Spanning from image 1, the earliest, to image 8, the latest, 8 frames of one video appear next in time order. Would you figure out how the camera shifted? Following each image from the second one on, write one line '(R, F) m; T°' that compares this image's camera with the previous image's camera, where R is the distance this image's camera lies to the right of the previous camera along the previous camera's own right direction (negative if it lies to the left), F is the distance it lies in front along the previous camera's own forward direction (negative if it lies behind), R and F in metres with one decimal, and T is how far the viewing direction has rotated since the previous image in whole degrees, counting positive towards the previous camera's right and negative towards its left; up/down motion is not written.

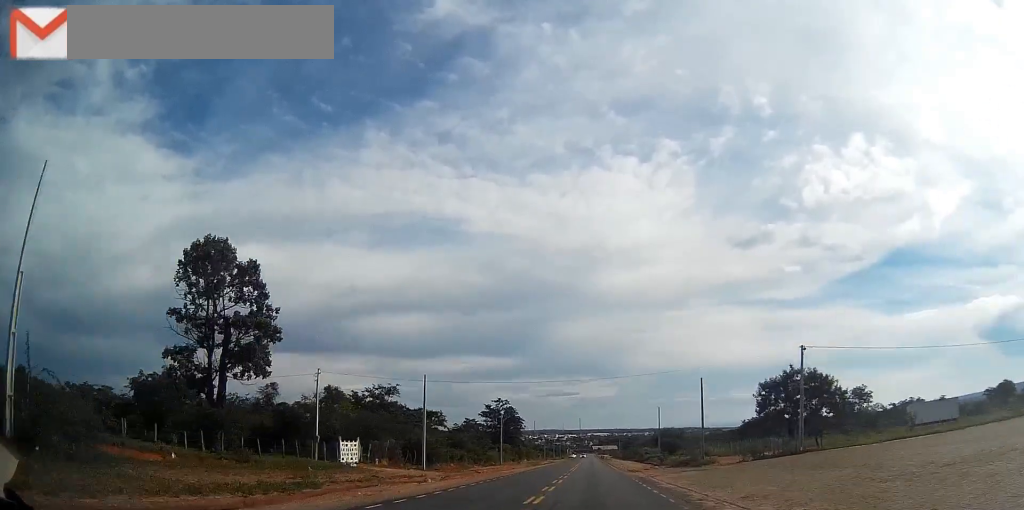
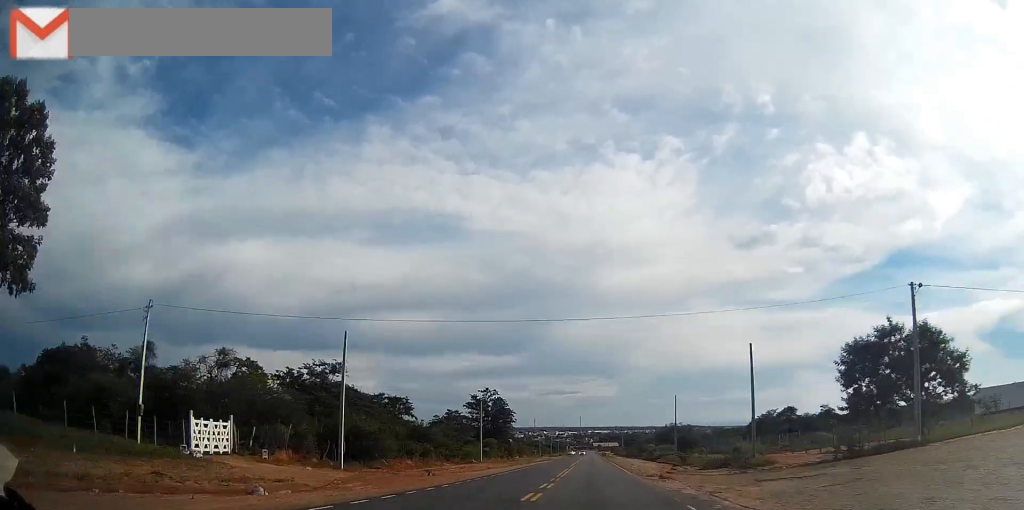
(-0.1, +15.8) m; 0°
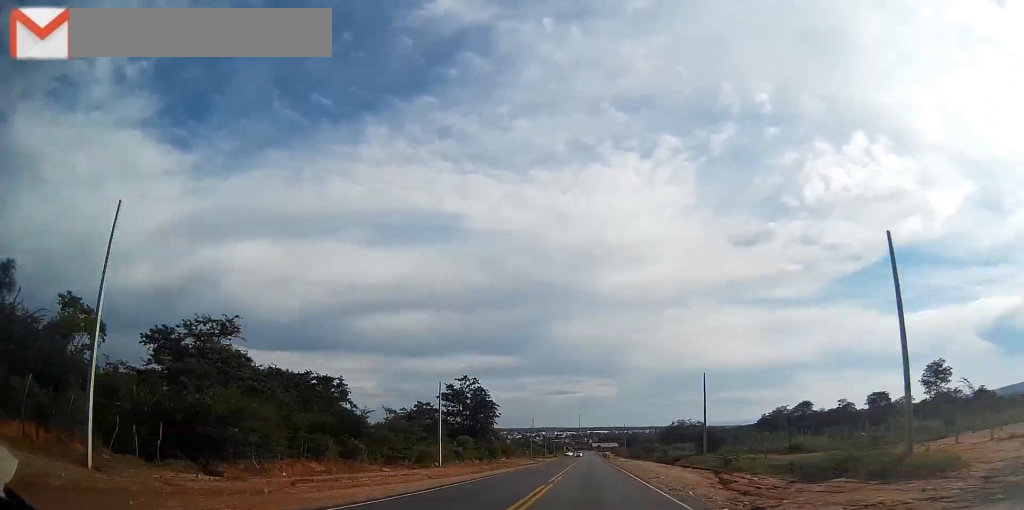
(-0.1, +18.7) m; 0°
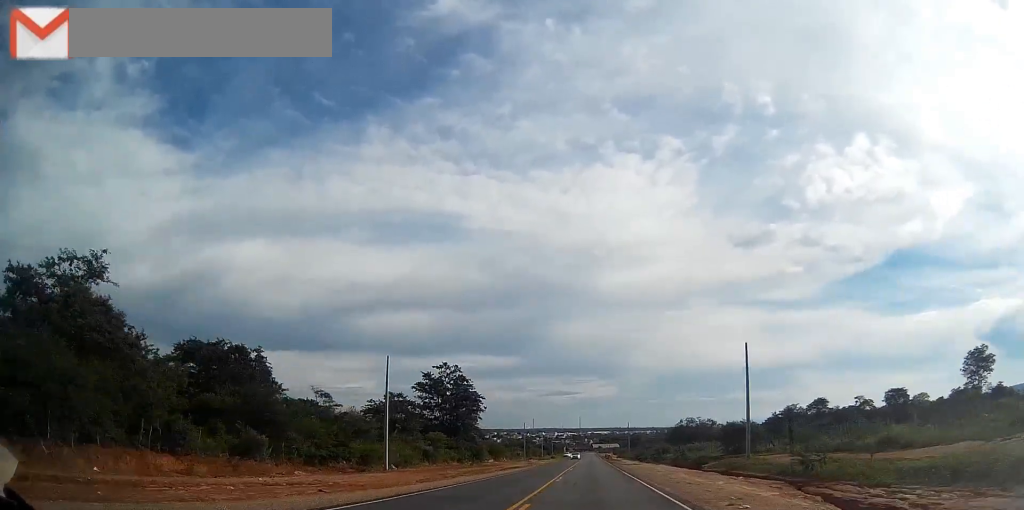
(+0.1, +15.9) m; 0°
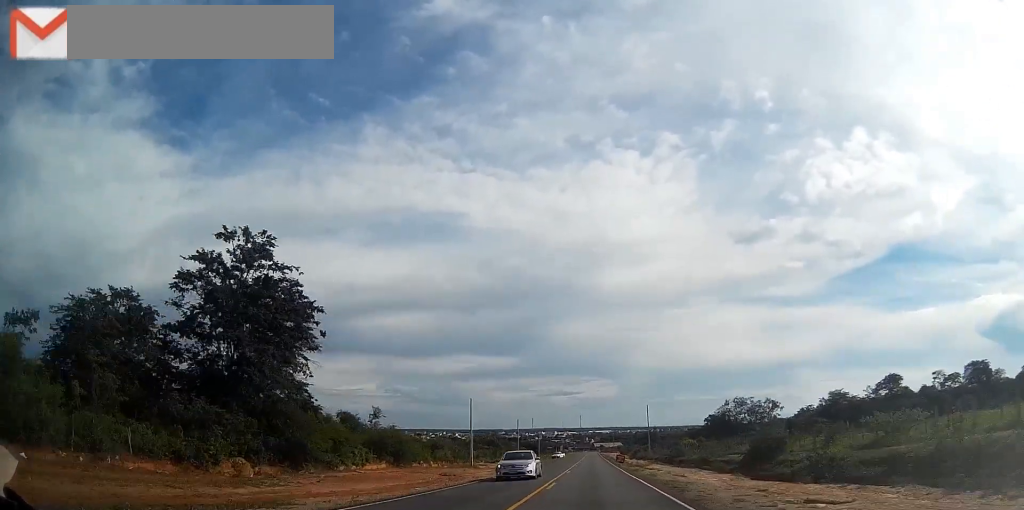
(+0.2, +51.9) m; 0°
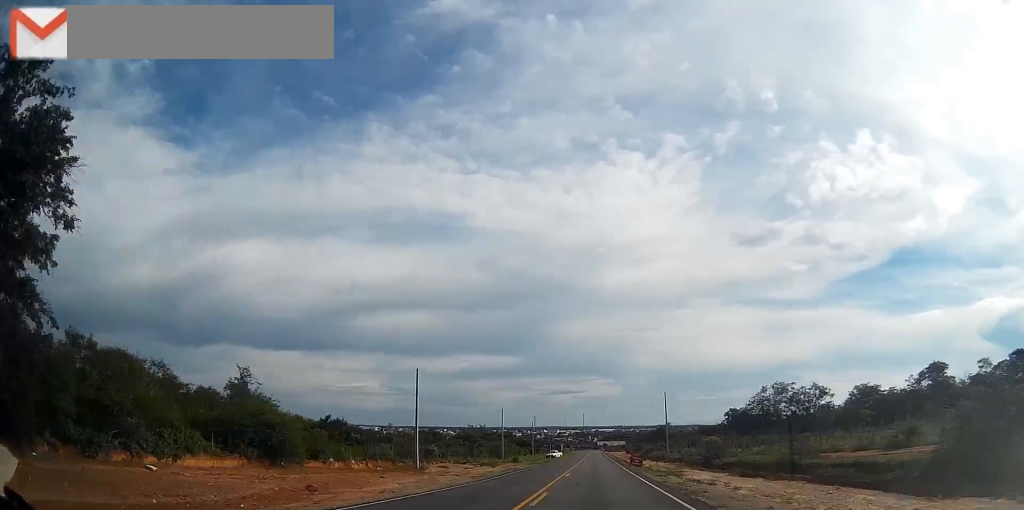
(-0.2, +21.6) m; 0°
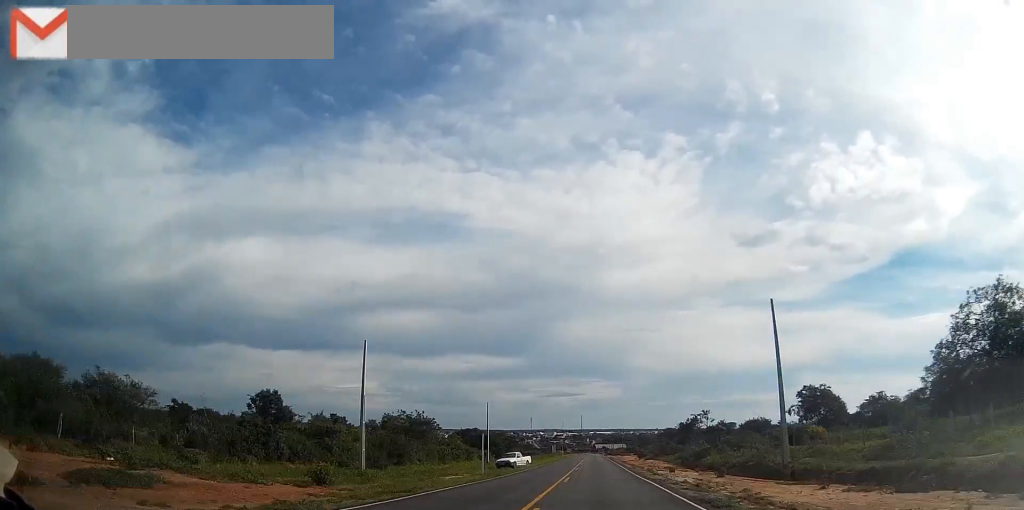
(-0.5, +51.8) m; 0°
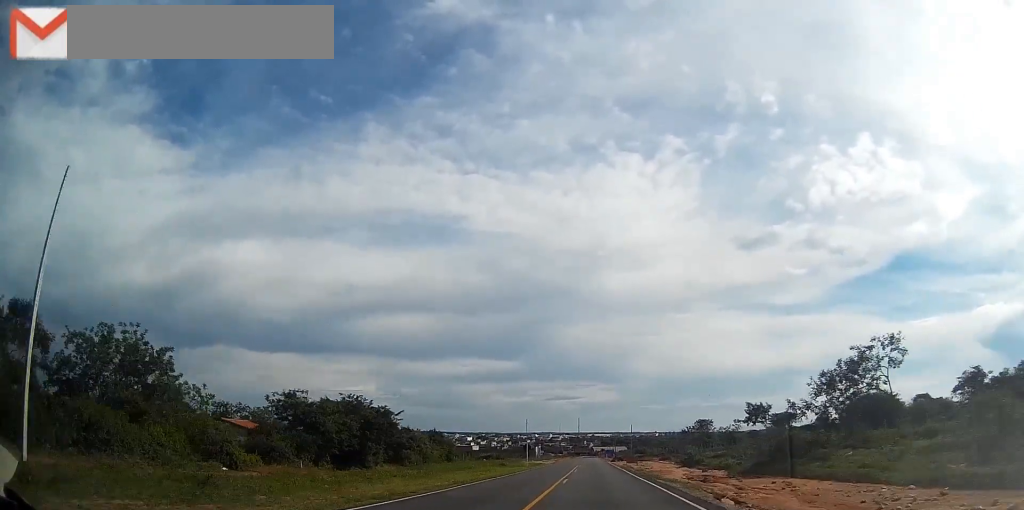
(+0.3, +63.4) m; 0°
